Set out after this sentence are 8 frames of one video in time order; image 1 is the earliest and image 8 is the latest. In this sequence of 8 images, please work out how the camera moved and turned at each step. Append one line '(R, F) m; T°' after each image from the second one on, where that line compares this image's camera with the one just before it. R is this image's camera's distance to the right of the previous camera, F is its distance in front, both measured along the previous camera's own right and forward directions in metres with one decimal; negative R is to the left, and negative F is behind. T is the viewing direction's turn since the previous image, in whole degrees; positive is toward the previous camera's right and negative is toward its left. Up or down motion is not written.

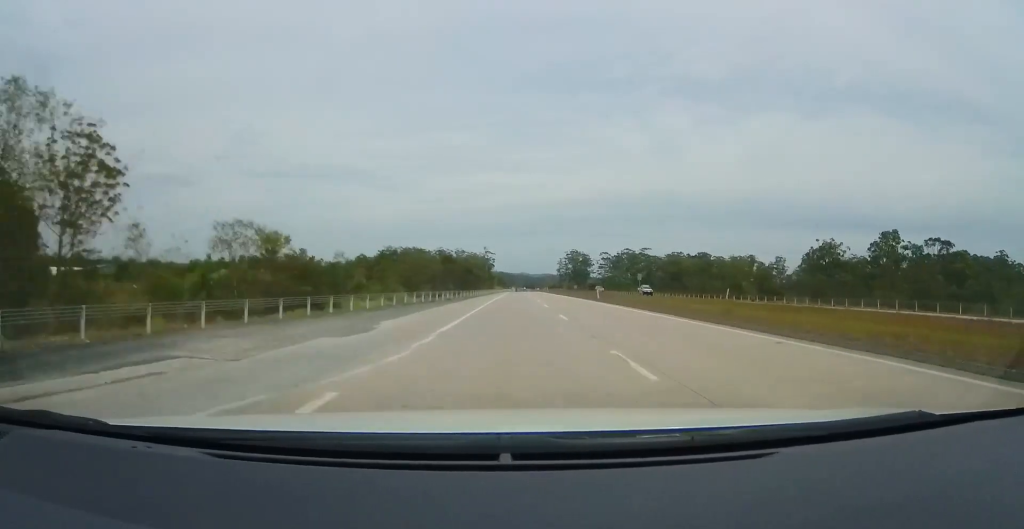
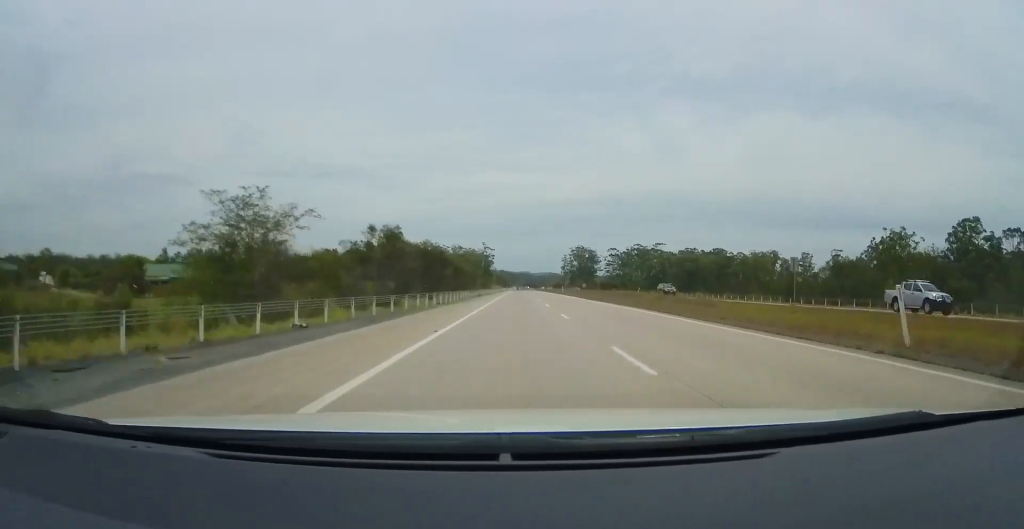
(+0.3, +36.5) m; +1°
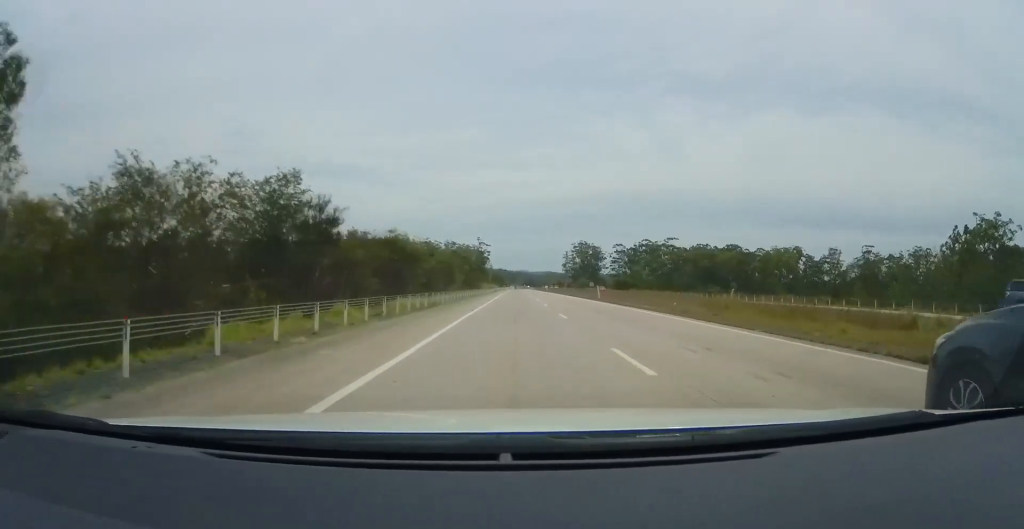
(+0.2, +35.4) m; 0°
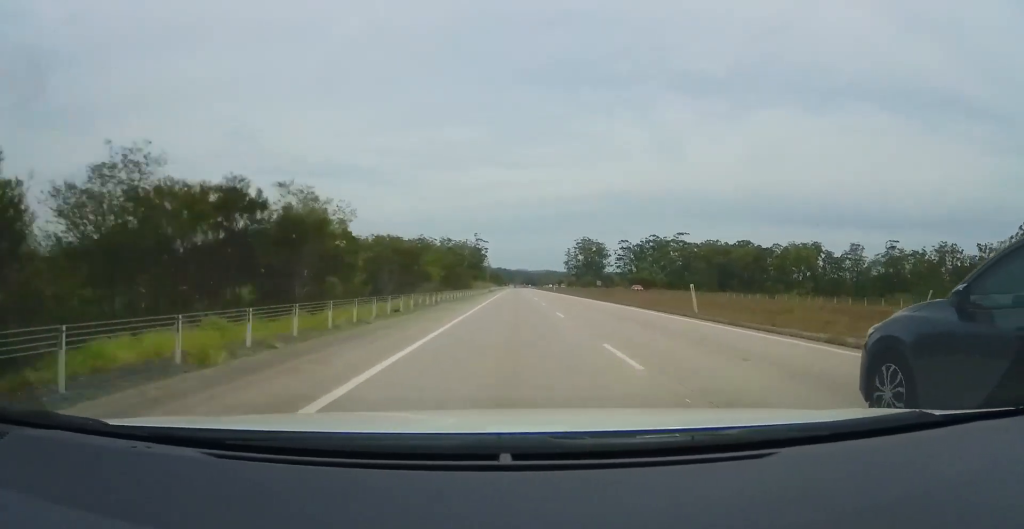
(-0.1, +23.2) m; -1°
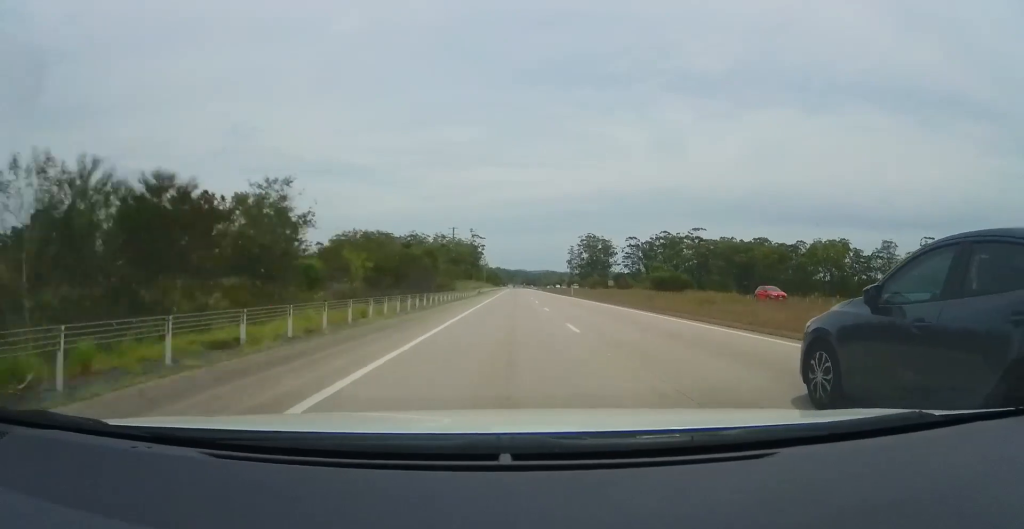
(-0.4, +29.4) m; +1°
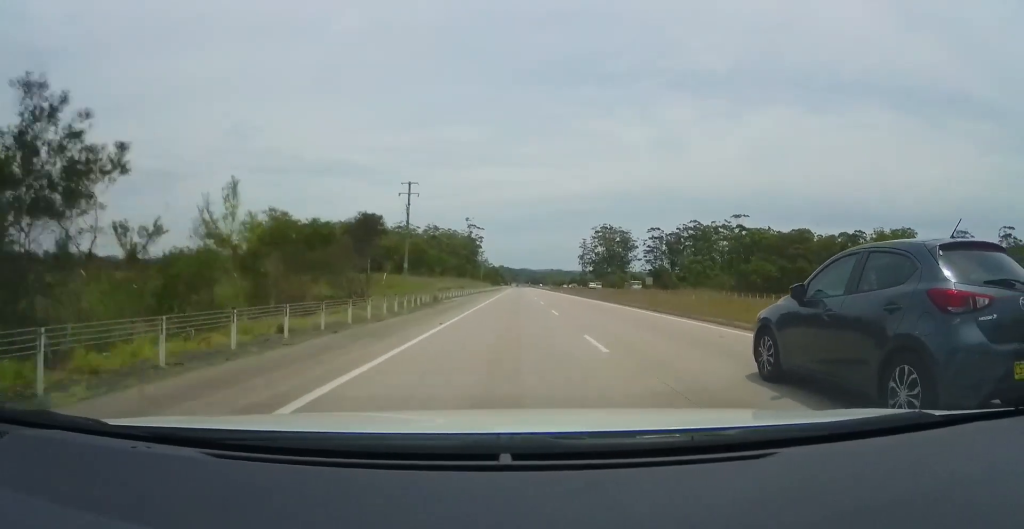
(+0.9, +52.9) m; +1°
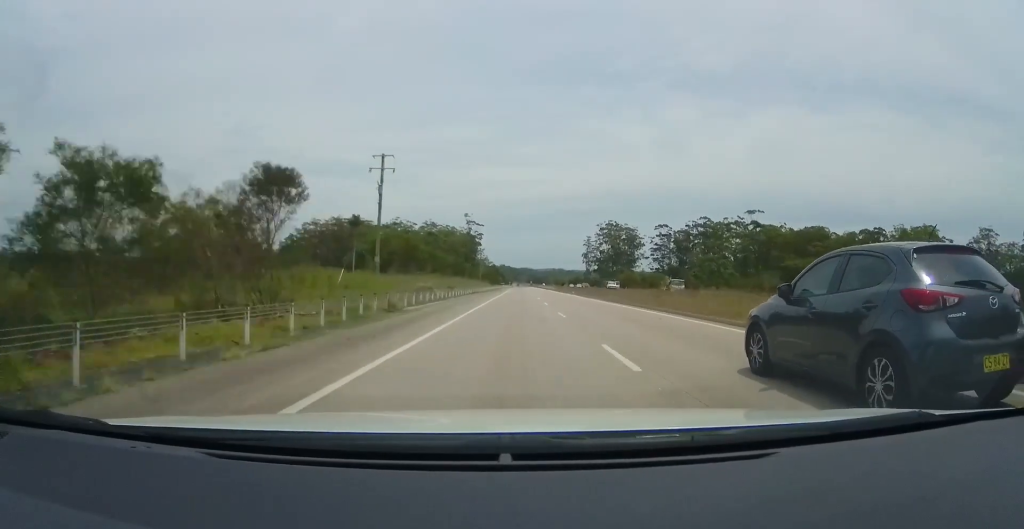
(-0.1, +13.5) m; 0°
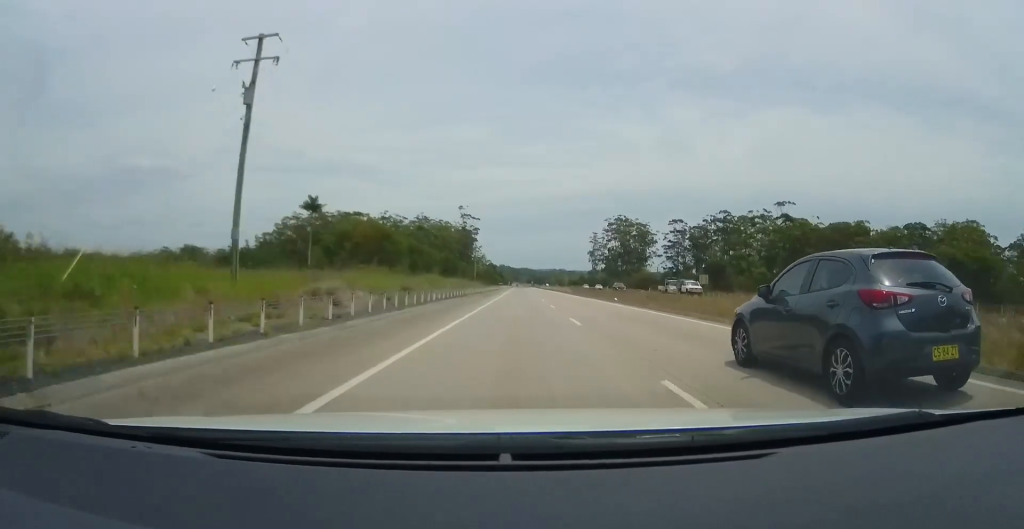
(+0.5, +28.4) m; -1°
